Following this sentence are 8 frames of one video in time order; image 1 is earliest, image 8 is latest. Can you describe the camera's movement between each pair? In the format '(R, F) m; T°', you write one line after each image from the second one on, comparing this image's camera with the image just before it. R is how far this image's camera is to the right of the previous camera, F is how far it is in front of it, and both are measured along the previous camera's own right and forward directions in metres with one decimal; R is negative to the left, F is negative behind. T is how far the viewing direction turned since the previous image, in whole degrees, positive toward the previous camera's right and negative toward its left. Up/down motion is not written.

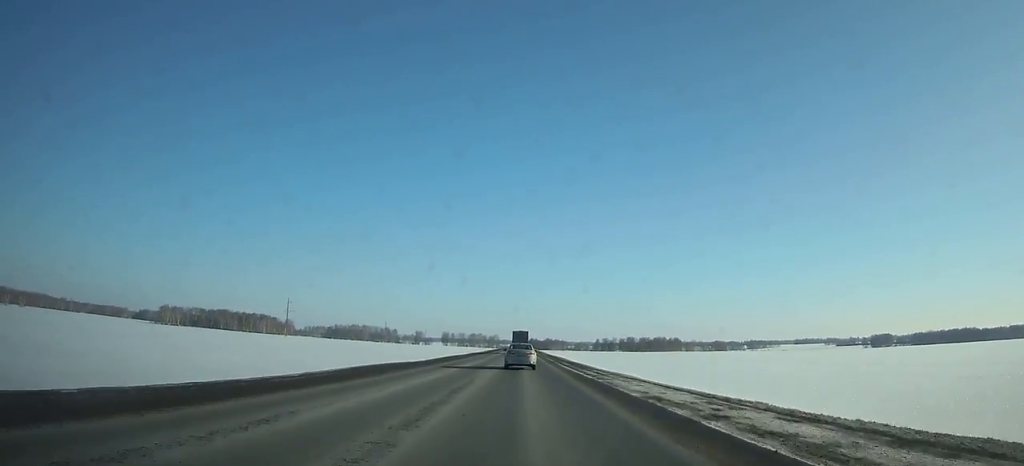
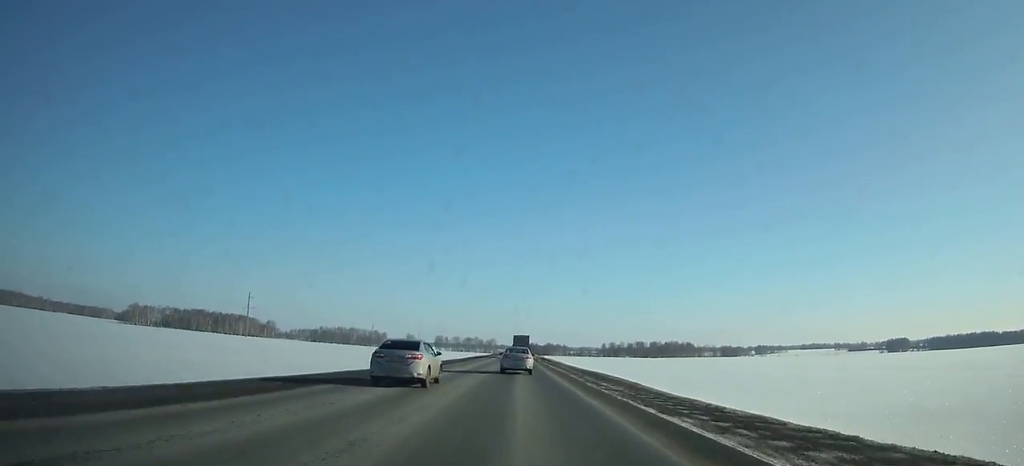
(+0.3, +54.7) m; 0°
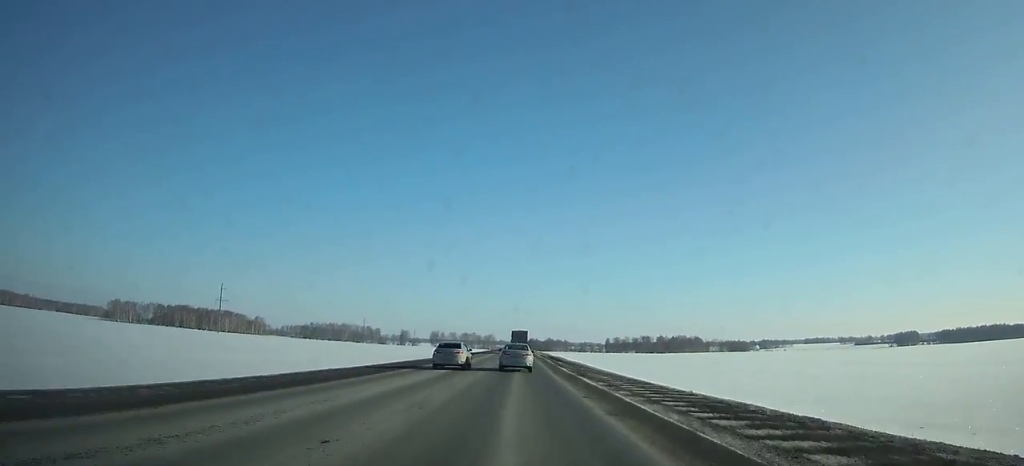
(0.0, +29.3) m; 0°
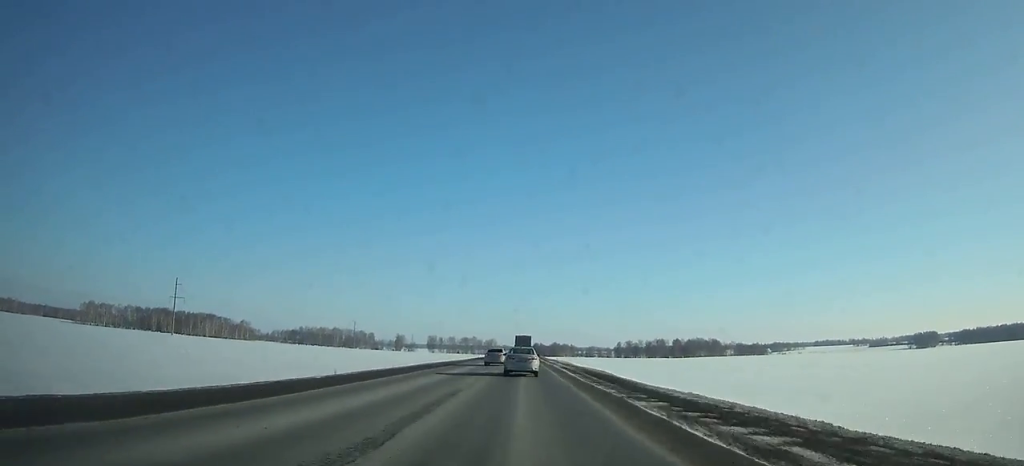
(-0.1, +44.9) m; 0°
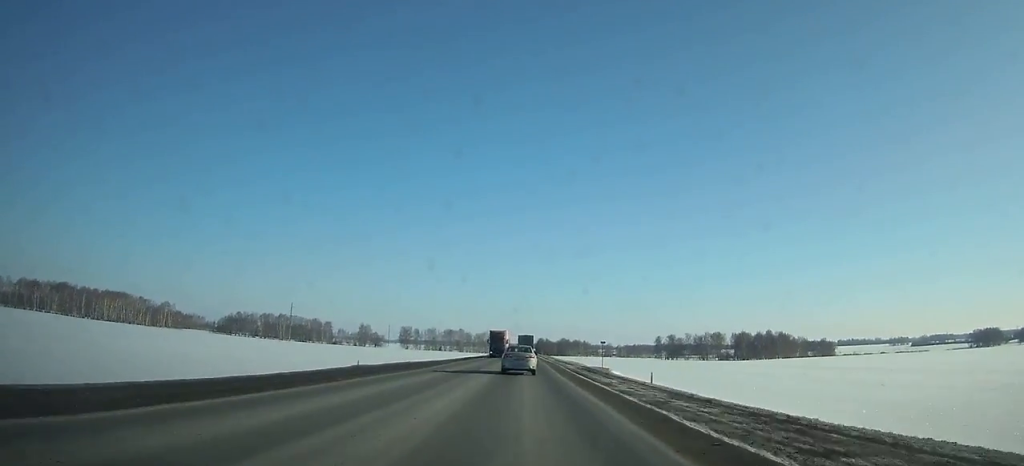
(+0.1, +148.0) m; 0°
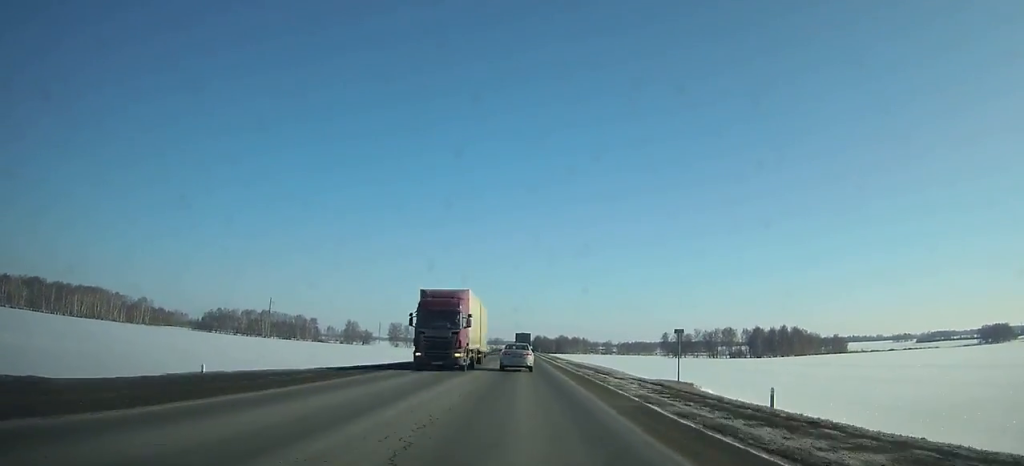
(-0.1, +27.9) m; 0°
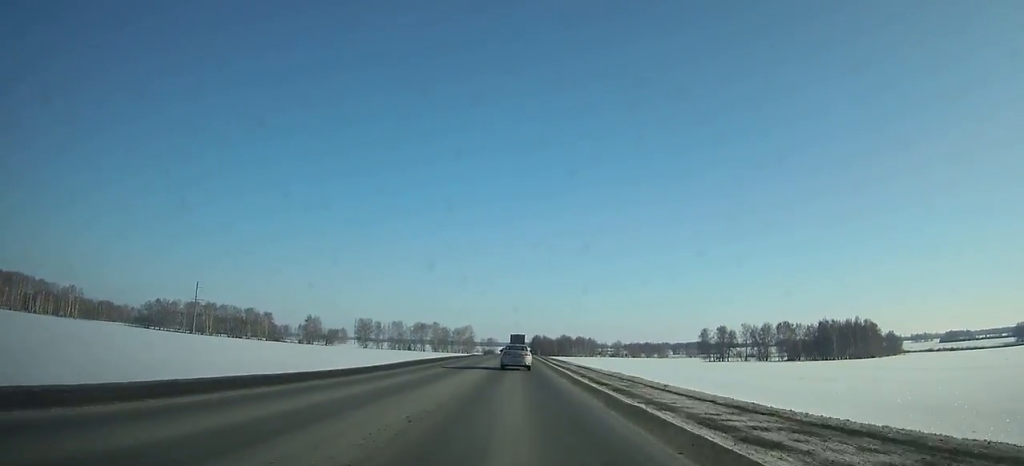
(0.0, +82.2) m; 0°
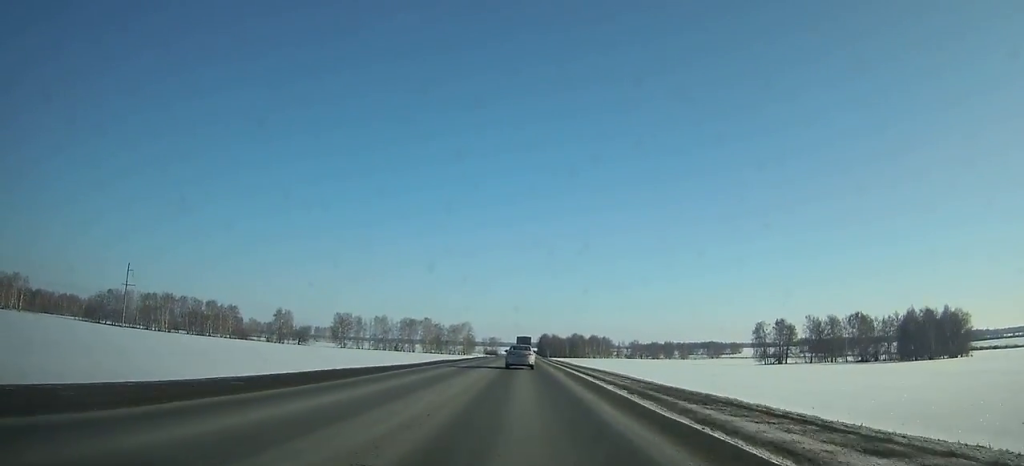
(-0.1, +57.3) m; 0°
